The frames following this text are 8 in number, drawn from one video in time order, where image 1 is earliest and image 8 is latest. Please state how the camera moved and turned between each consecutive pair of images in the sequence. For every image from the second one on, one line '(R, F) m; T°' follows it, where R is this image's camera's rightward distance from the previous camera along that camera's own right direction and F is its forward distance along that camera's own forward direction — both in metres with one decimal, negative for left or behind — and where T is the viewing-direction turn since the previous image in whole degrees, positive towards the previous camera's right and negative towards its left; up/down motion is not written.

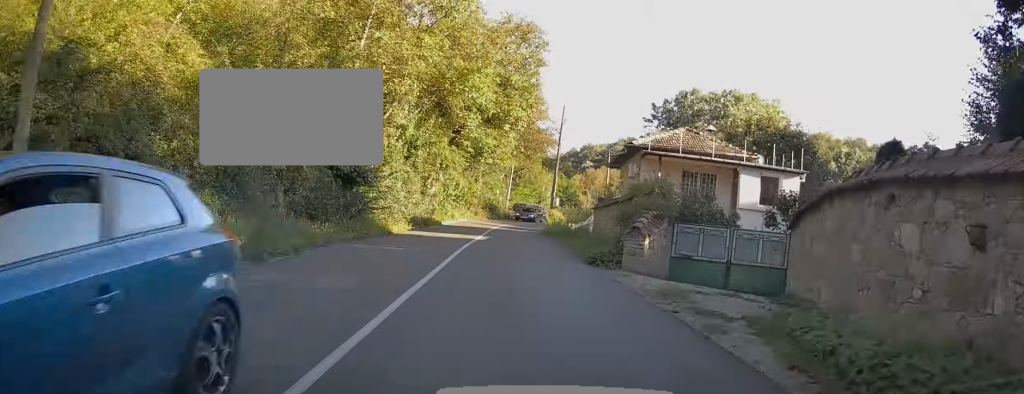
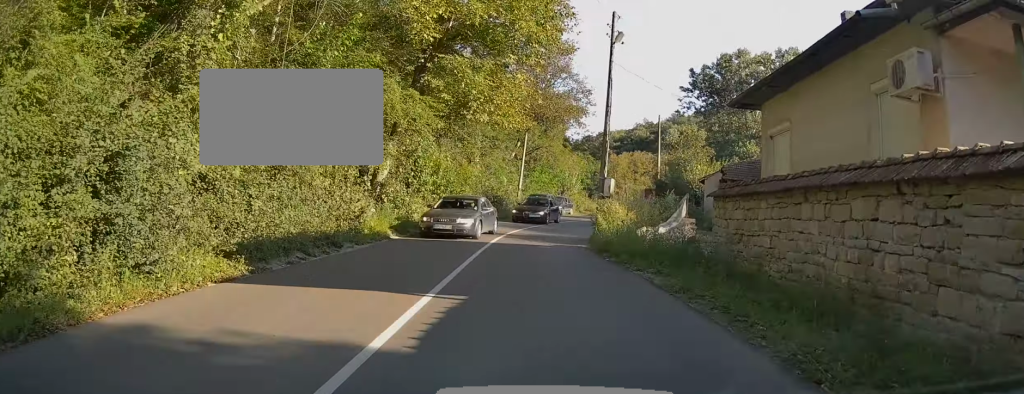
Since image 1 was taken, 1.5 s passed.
(-0.6, +18.1) m; -3°
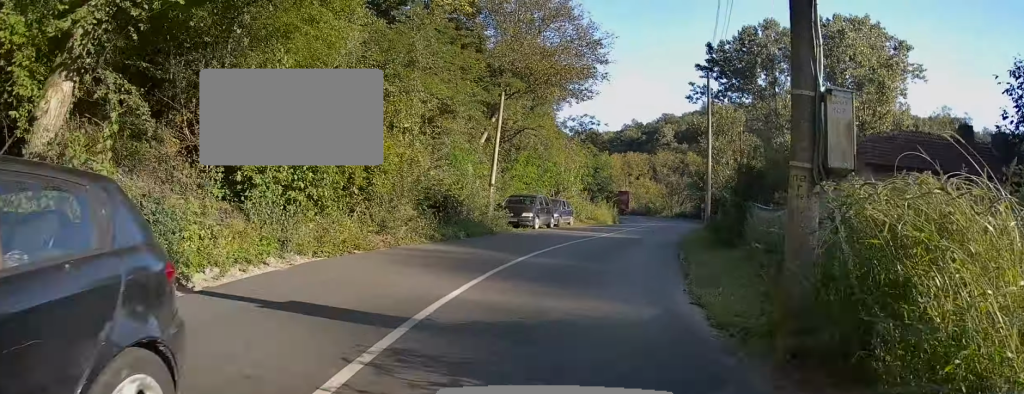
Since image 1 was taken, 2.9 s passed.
(+0.6, +16.5) m; +6°
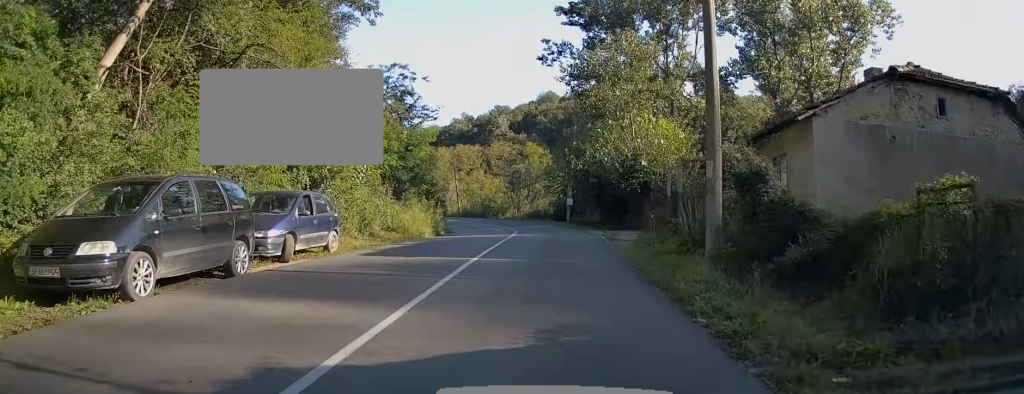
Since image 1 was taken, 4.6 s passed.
(+1.6, +20.3) m; +10°
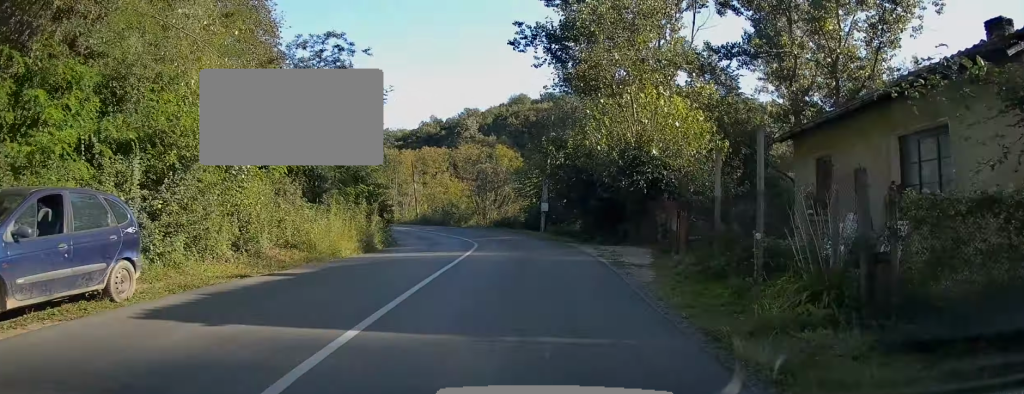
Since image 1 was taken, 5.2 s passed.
(+0.4, +7.4) m; +2°
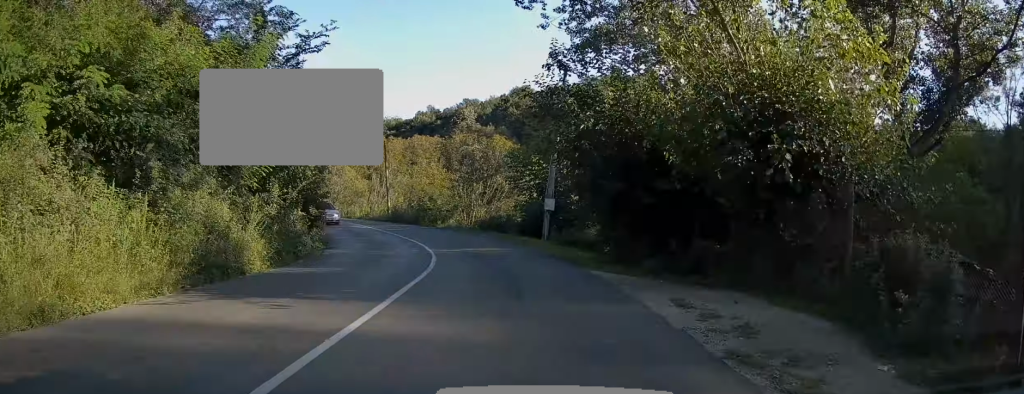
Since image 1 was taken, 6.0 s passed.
(+0.2, +10.6) m; 0°
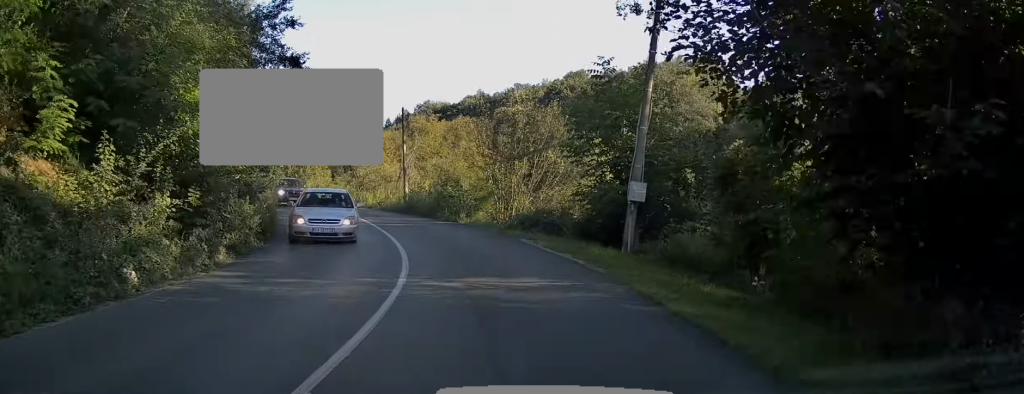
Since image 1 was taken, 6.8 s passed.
(-0.1, +10.8) m; -4°
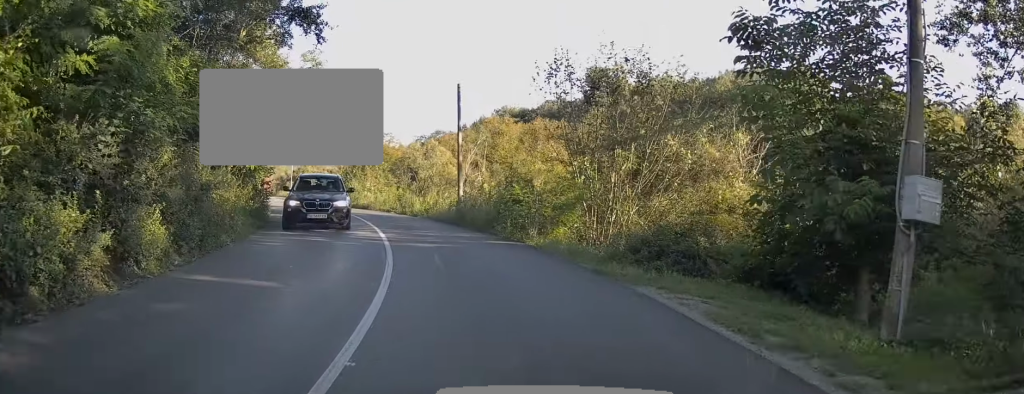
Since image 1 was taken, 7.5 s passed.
(-0.1, +9.0) m; -6°
